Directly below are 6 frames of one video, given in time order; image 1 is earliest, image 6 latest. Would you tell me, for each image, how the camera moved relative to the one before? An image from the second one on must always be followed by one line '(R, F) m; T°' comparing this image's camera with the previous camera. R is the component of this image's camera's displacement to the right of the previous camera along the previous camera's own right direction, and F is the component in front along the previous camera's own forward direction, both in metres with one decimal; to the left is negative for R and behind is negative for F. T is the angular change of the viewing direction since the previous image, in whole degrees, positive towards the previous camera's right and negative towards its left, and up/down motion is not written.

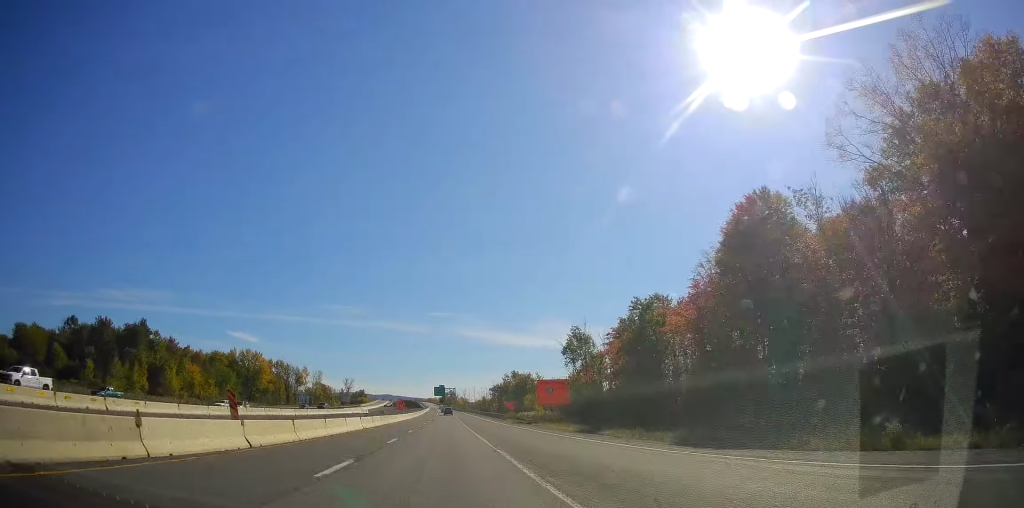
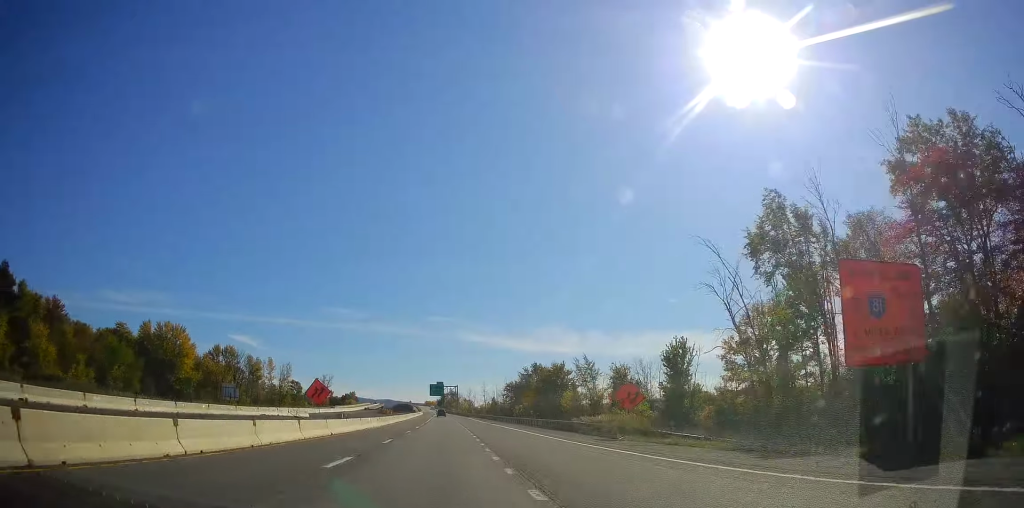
(-0.8, +58.6) m; 0°
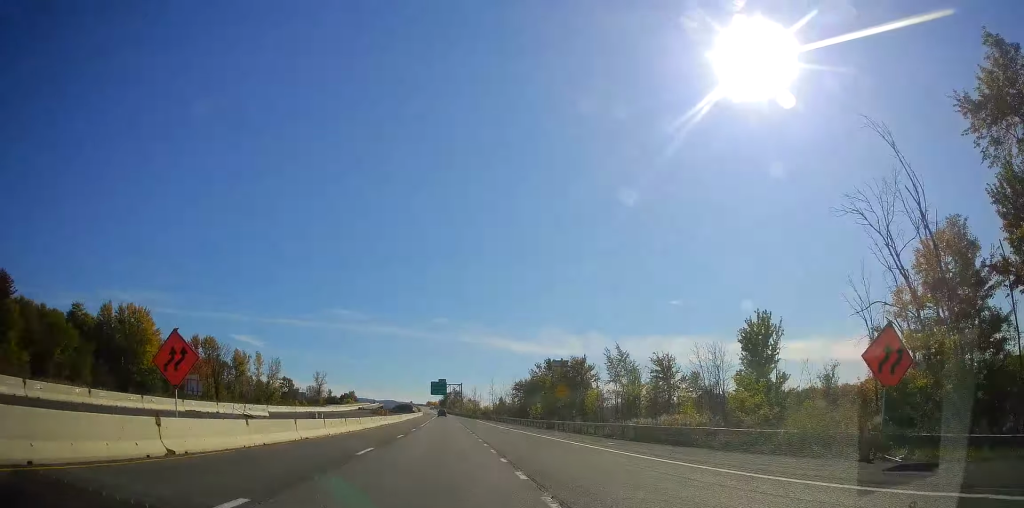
(+0.3, +19.0) m; 0°
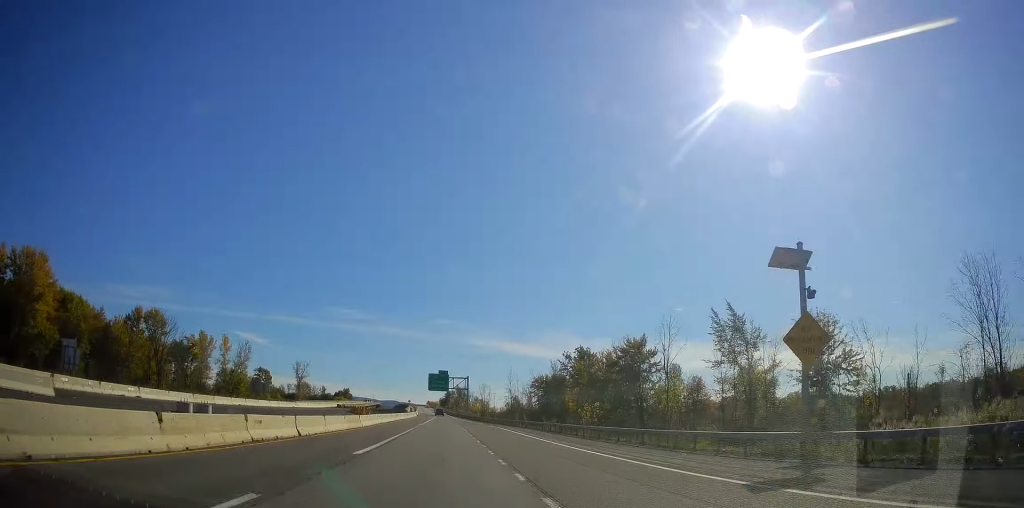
(-0.3, +36.0) m; -1°
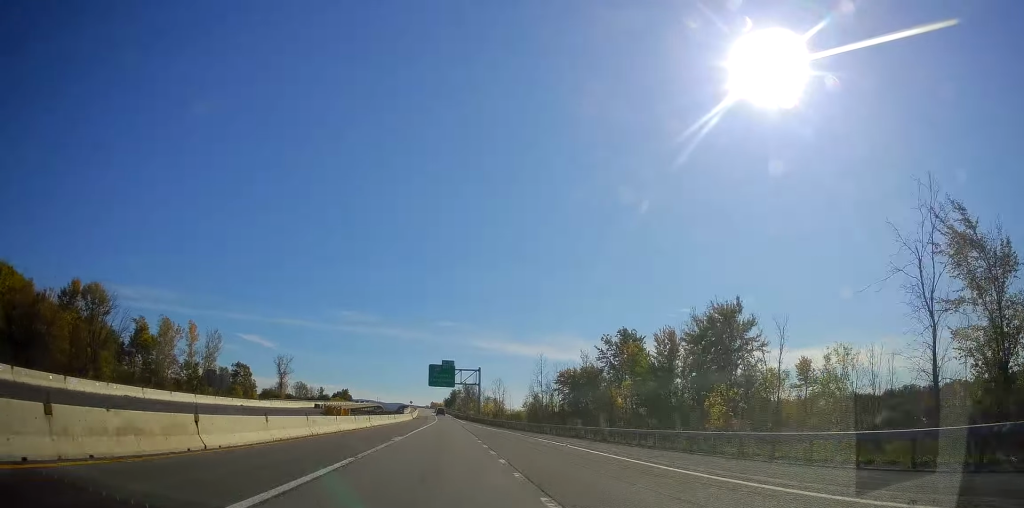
(0.0, +28.4) m; -1°
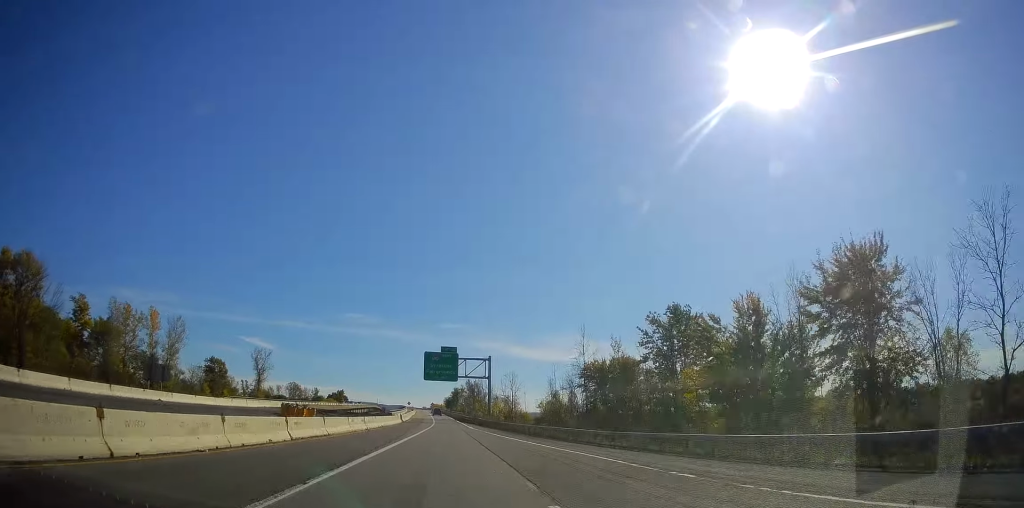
(-0.3, +22.6) m; 0°
